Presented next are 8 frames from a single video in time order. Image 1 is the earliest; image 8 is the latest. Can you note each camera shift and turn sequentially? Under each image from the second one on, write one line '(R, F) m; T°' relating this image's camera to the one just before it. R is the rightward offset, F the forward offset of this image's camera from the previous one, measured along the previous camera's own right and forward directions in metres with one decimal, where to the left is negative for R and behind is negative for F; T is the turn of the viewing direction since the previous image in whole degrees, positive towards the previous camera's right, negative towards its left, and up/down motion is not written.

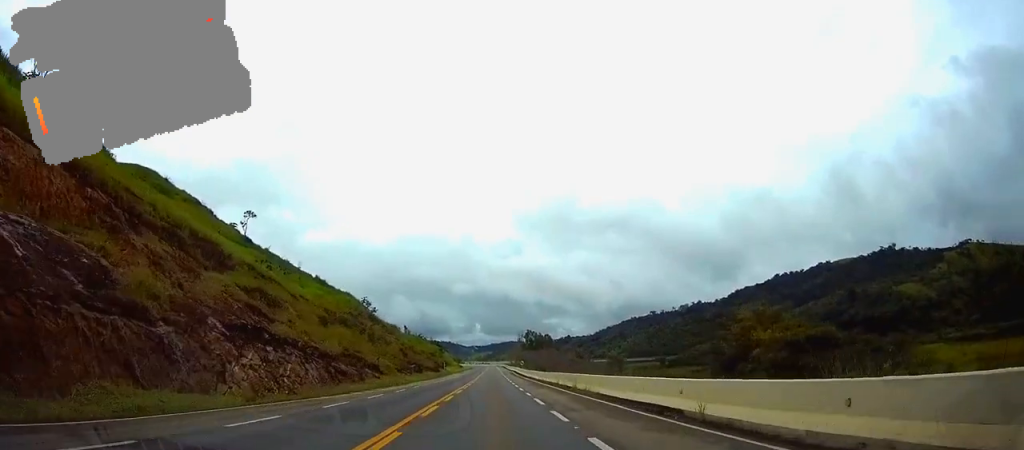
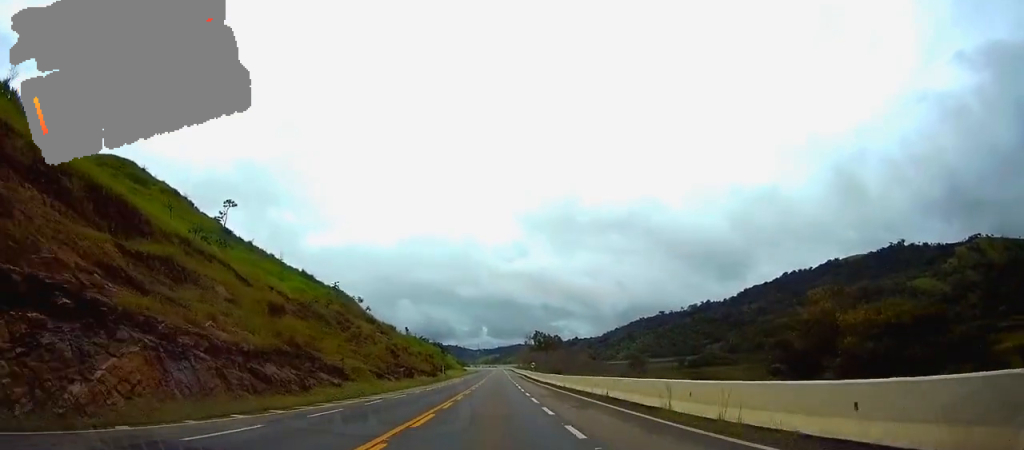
(-0.1, +17.9) m; 0°
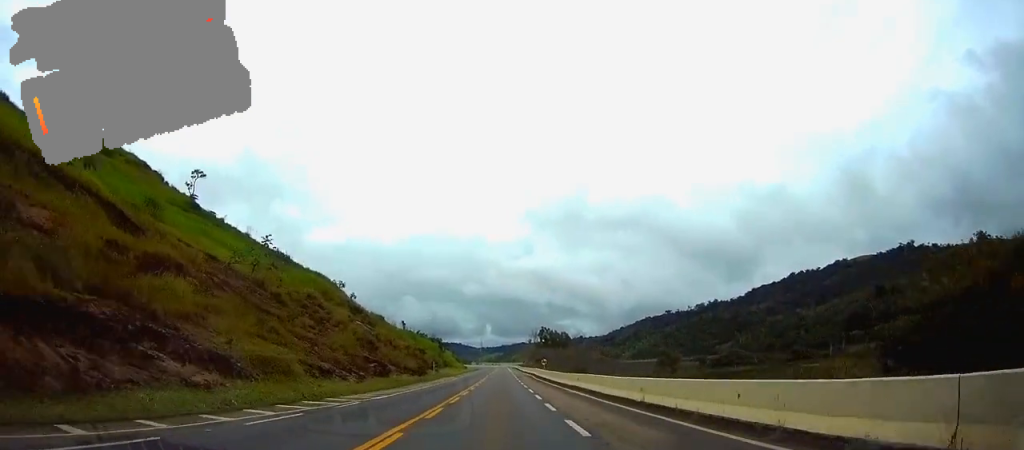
(0.0, +22.2) m; 0°
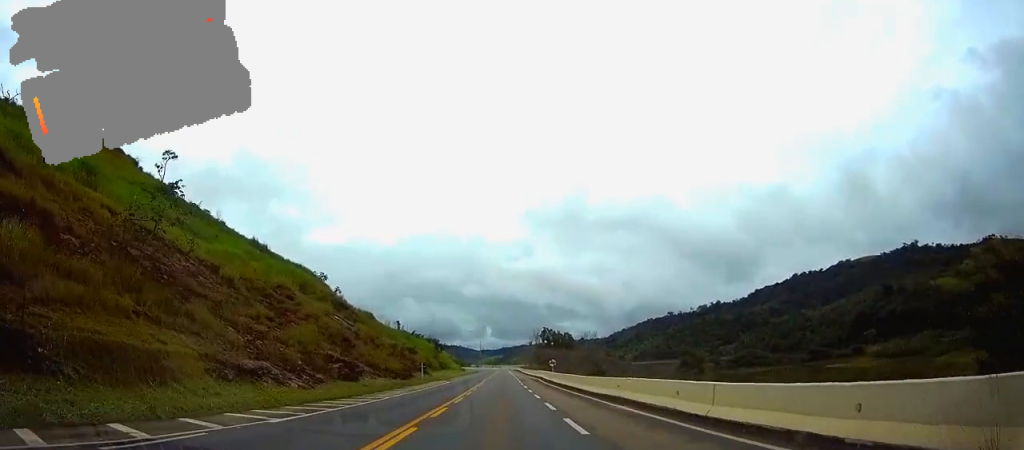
(0.0, +14.4) m; 0°
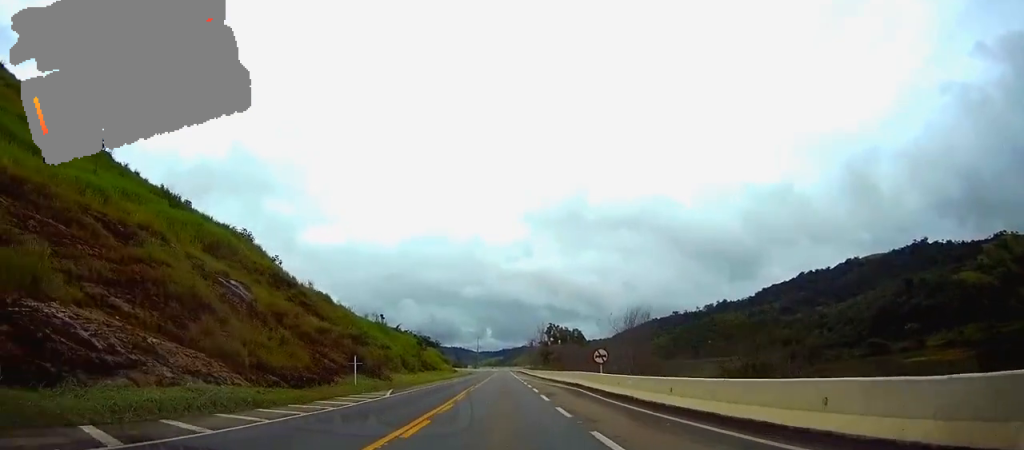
(0.0, +36.5) m; 0°
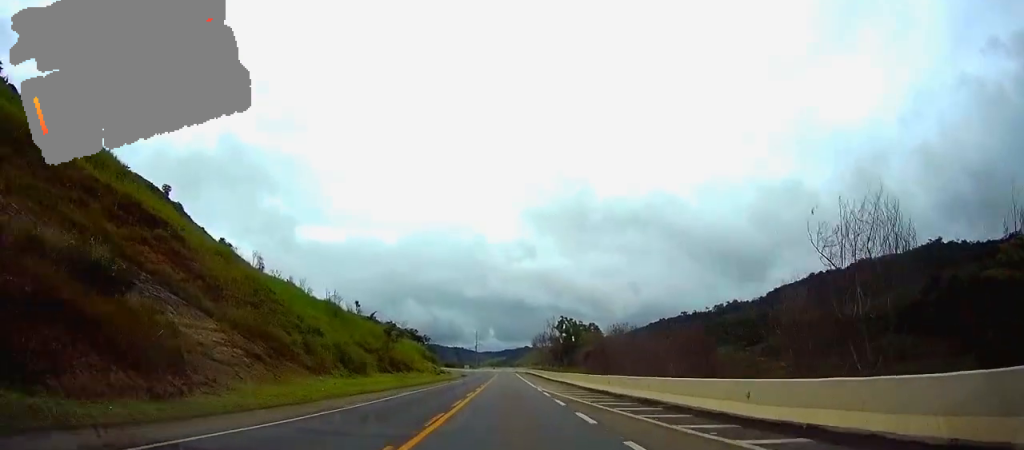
(-0.1, +40.5) m; 0°
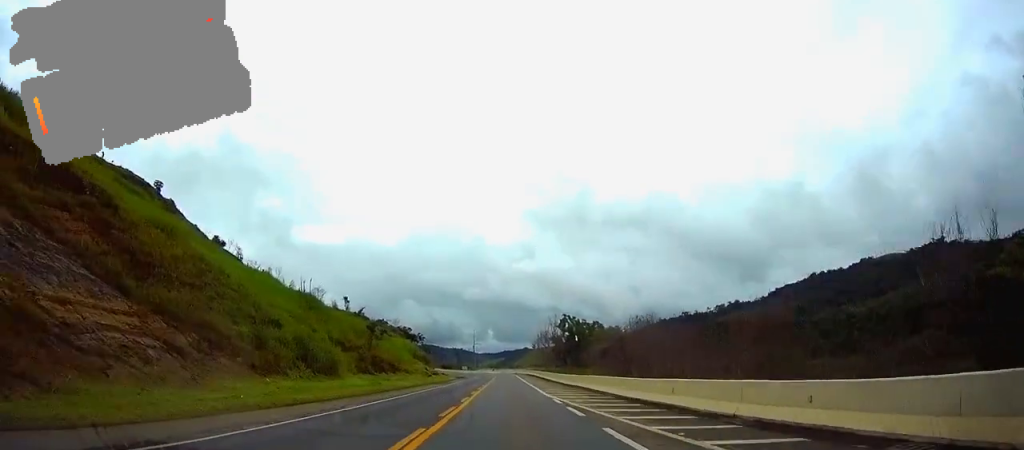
(0.0, +11.3) m; 0°
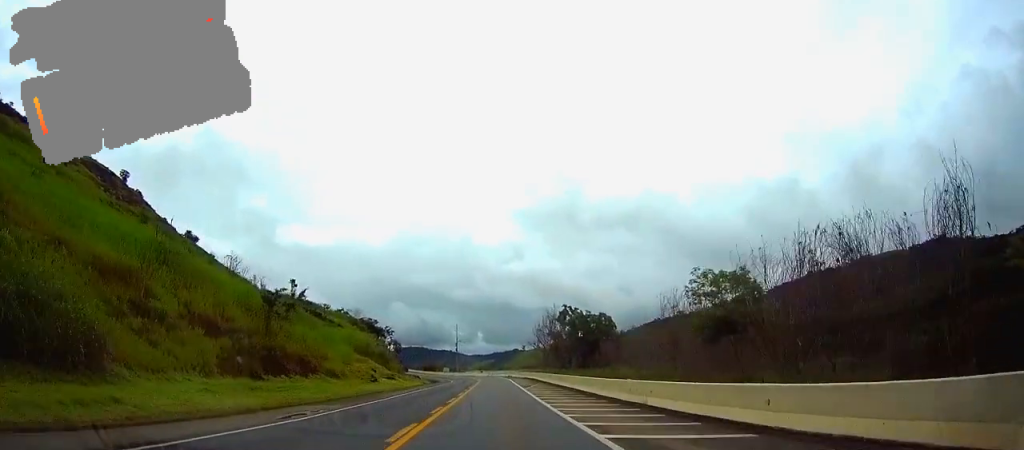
(+0.2, +36.3) m; 0°
